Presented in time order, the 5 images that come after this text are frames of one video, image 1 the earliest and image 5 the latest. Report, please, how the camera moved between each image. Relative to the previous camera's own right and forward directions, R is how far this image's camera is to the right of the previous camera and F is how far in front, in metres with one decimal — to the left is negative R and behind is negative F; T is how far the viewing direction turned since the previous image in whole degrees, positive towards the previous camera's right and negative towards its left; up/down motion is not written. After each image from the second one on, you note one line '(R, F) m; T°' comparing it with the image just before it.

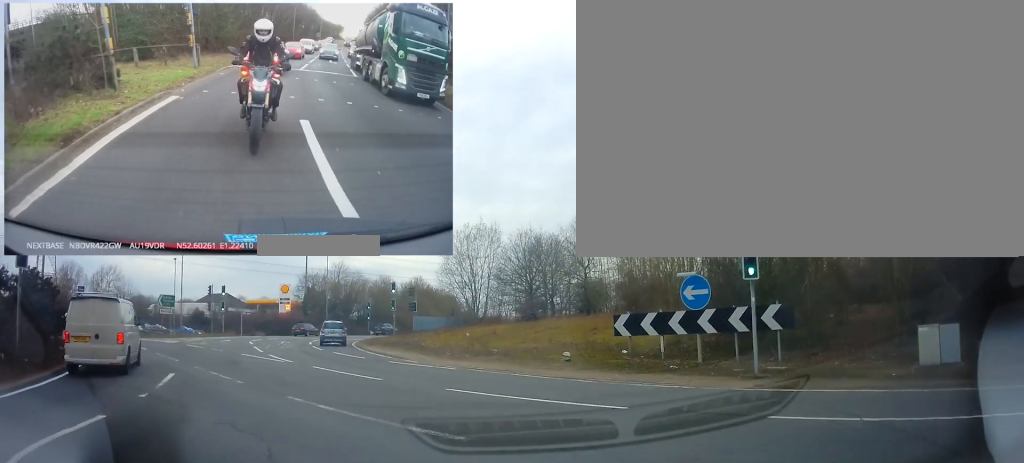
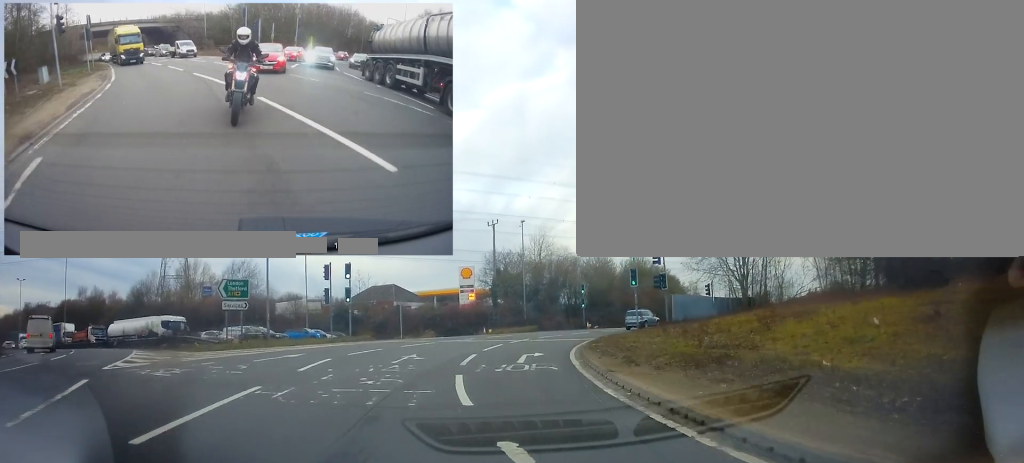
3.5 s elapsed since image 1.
(-2.9, +24.5) m; -11°
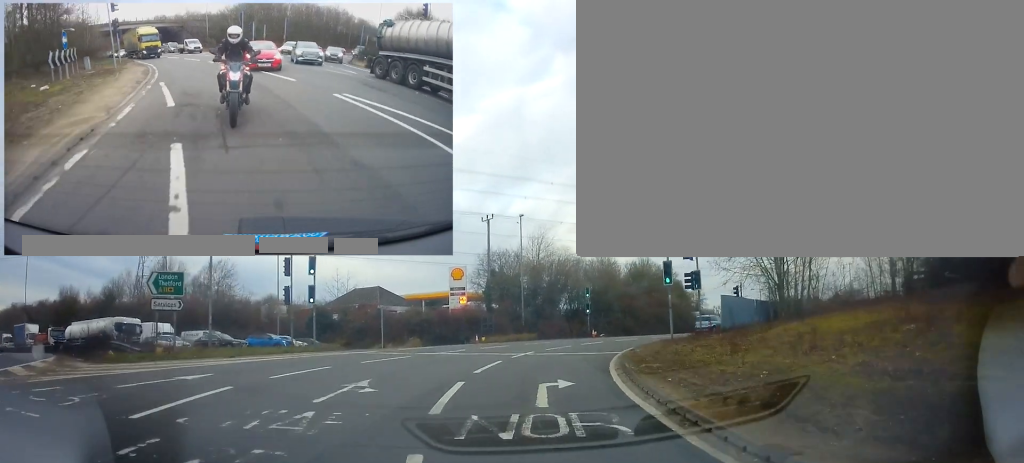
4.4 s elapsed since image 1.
(+0.4, +7.3) m; +6°
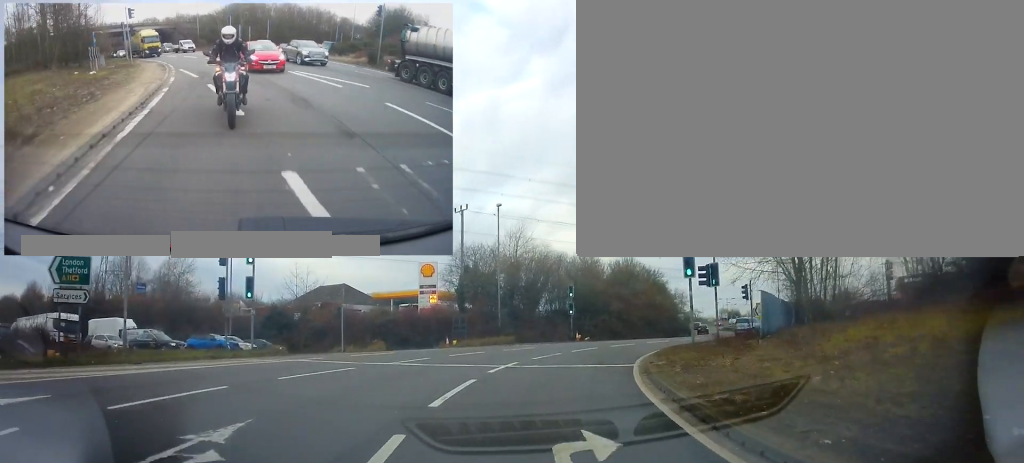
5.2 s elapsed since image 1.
(+0.3, +5.8) m; +5°
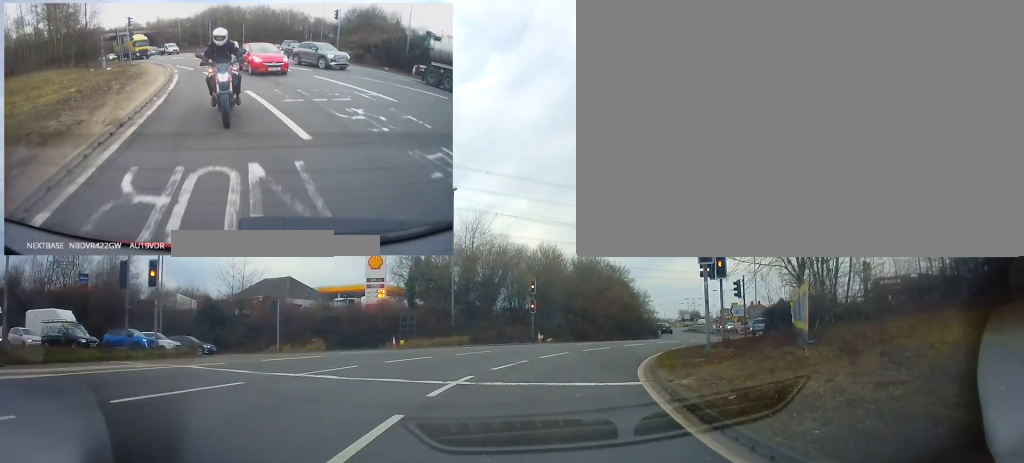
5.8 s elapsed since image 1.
(-0.1, +5.4) m; +3°
